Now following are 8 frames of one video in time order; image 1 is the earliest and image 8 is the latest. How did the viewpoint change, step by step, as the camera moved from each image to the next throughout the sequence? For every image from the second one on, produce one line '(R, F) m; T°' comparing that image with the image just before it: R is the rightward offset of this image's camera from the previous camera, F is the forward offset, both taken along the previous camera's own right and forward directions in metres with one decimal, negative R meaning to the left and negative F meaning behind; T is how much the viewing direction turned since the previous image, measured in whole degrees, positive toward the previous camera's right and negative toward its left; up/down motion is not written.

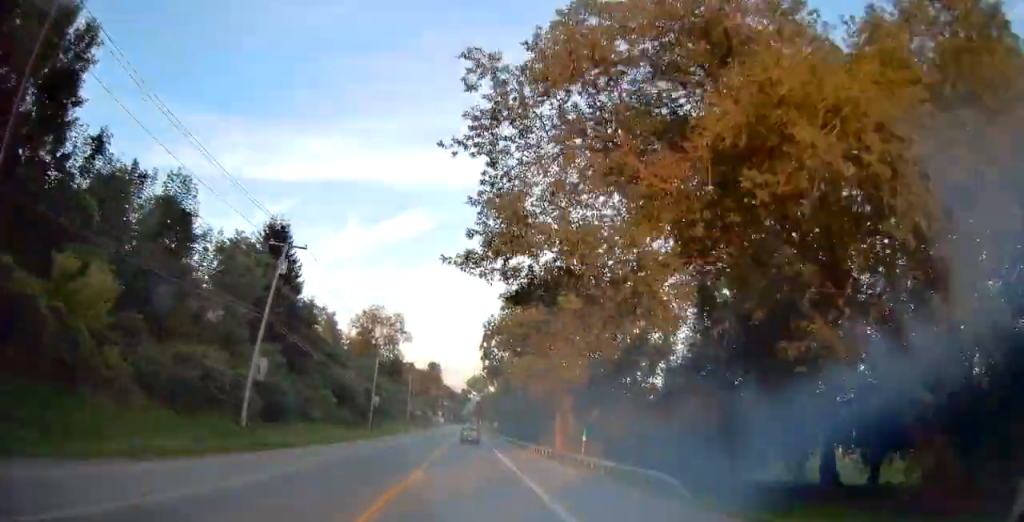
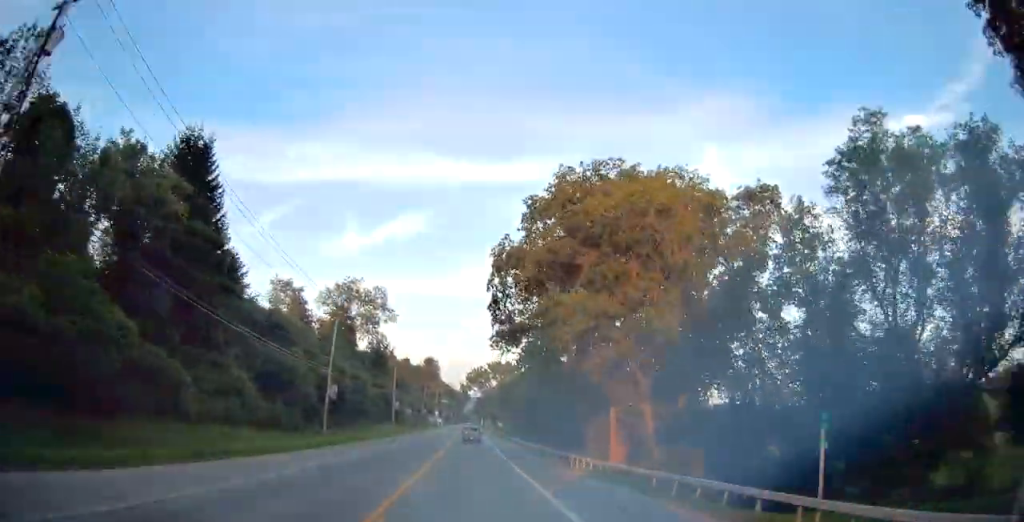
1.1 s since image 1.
(-0.3, +21.8) m; -1°
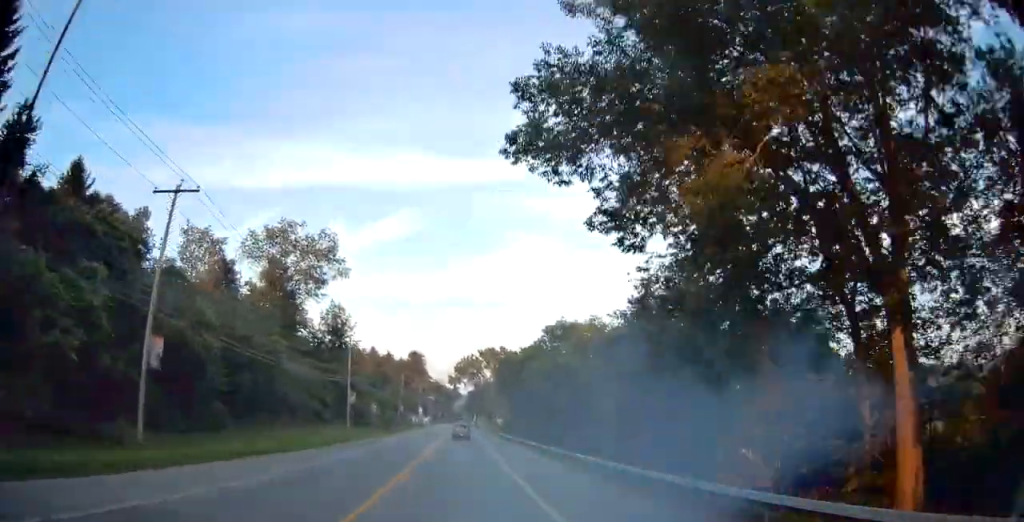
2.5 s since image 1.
(0.0, +26.4) m; 0°
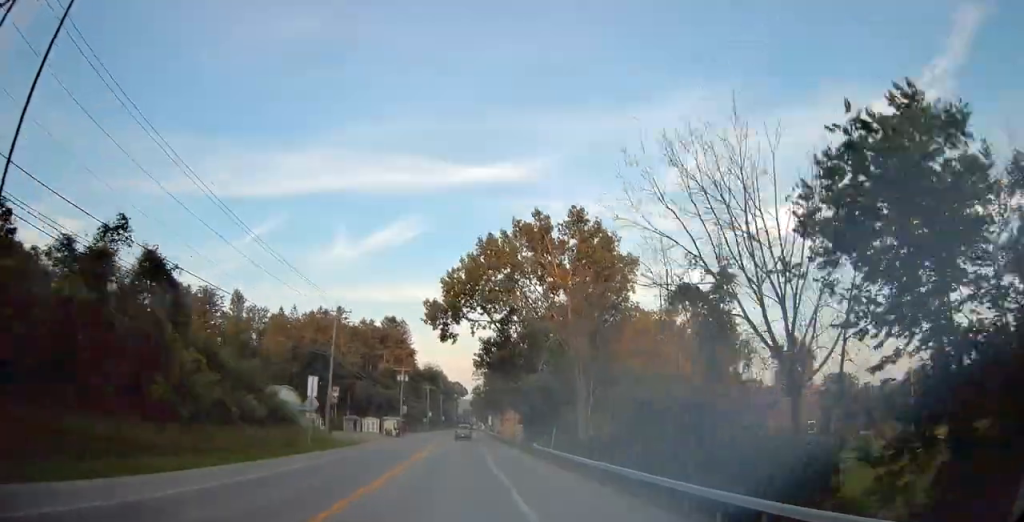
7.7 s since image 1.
(+1.1, +93.8) m; +1°
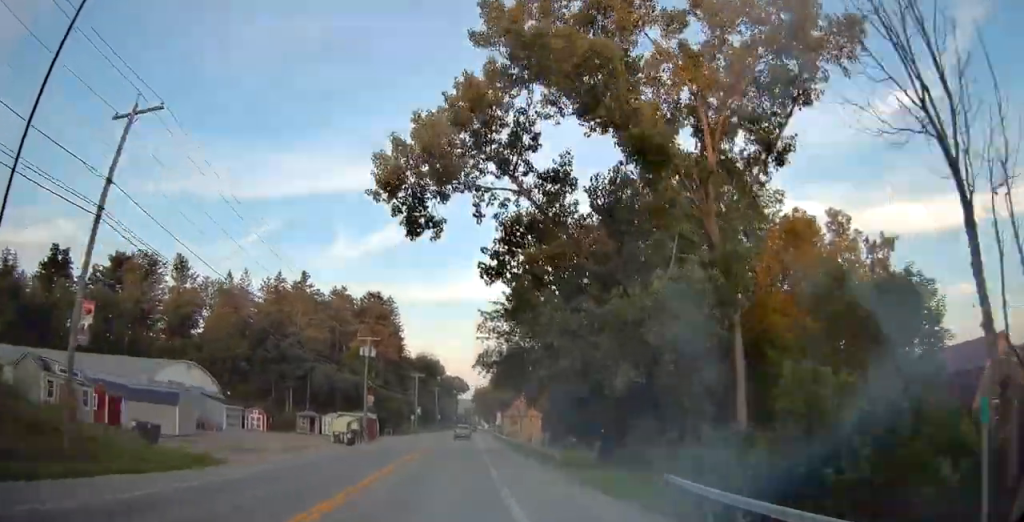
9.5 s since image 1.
(0.0, +31.5) m; -1°
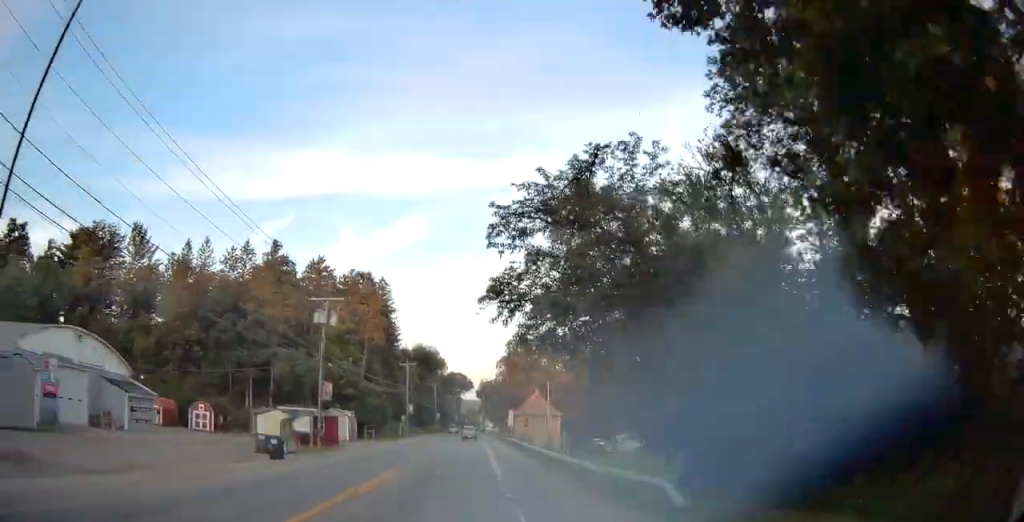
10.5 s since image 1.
(-0.2, +18.2) m; 0°
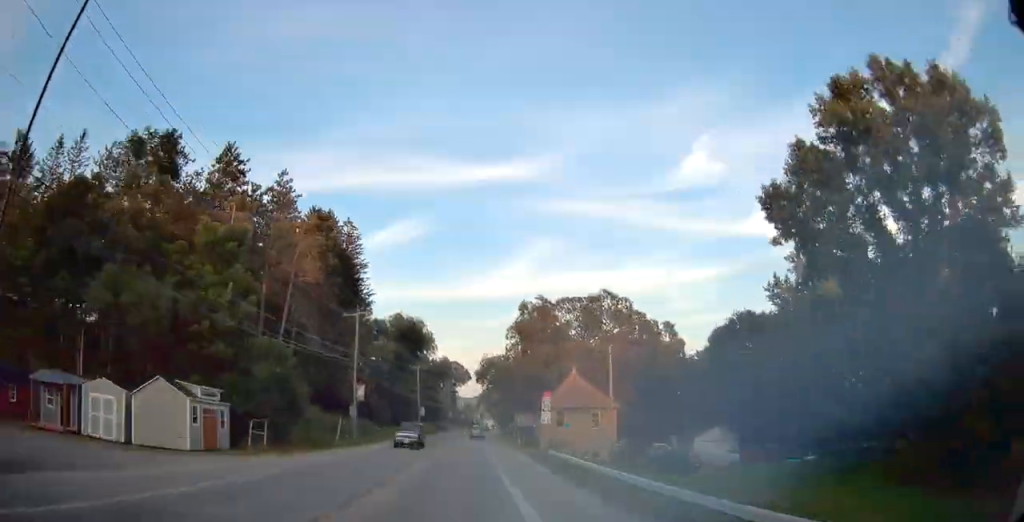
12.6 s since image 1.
(+0.2, +34.4) m; +1°
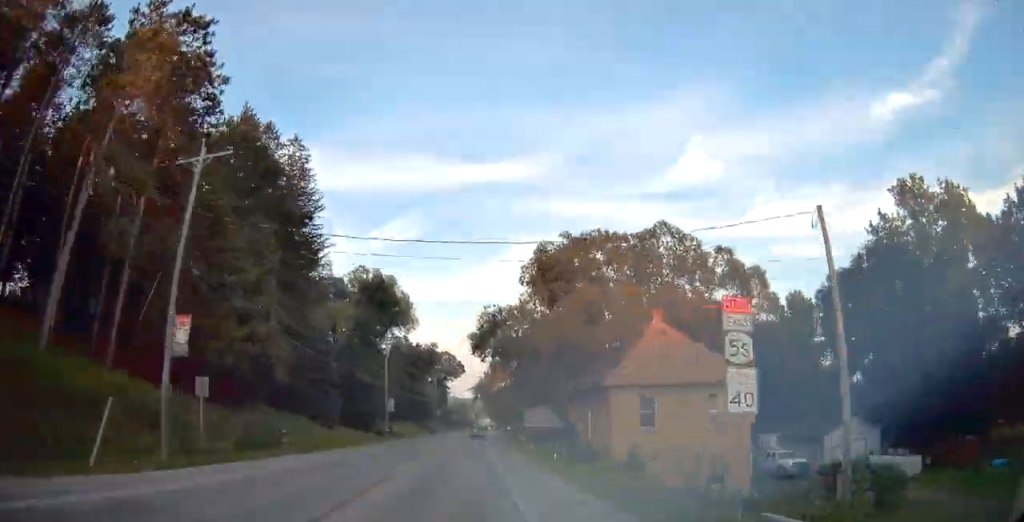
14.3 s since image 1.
(+0.1, +27.0) m; 0°
